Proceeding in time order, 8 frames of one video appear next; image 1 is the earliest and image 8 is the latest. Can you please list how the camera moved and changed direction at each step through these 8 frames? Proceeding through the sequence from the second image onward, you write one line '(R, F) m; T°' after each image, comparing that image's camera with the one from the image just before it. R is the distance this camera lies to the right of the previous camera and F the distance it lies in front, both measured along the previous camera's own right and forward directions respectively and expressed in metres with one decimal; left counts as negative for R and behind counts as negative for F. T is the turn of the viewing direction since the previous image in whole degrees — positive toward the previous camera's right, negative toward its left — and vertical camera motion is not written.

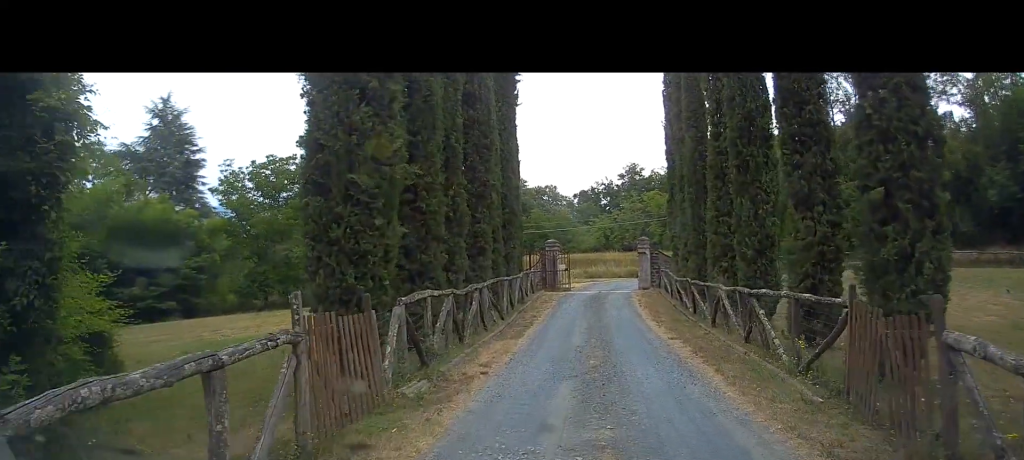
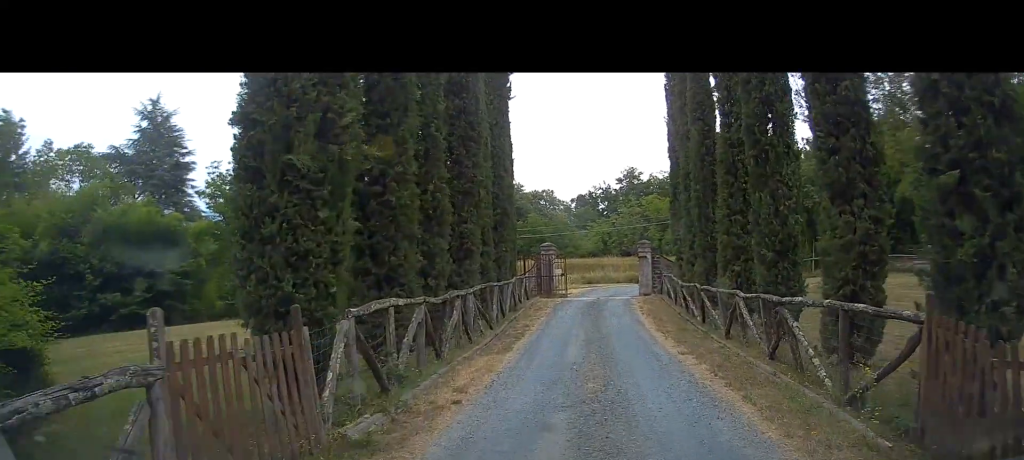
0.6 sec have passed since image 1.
(0.0, +1.8) m; -1°
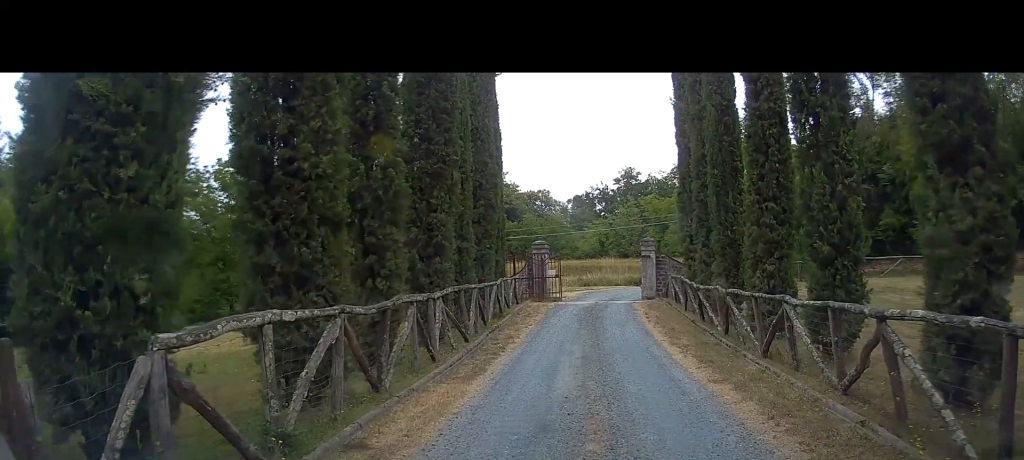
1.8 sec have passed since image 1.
(-0.1, +3.0) m; -2°
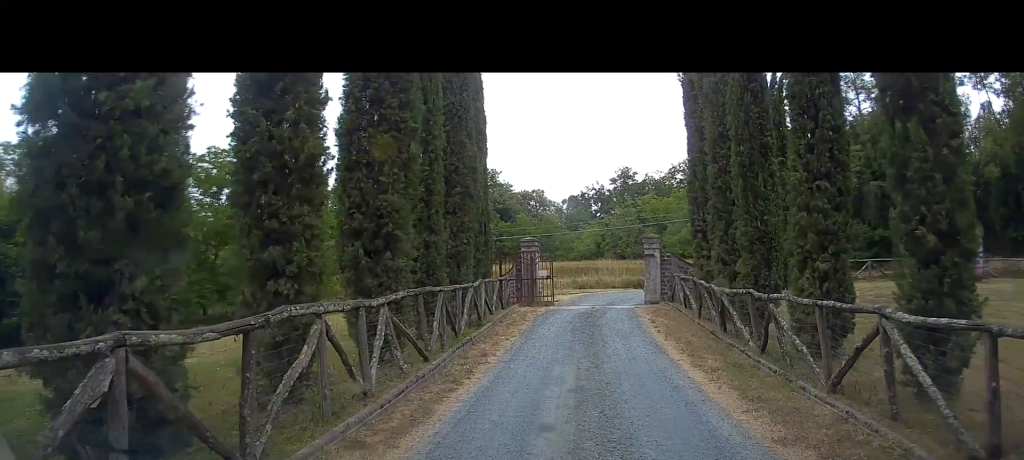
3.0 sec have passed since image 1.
(0.0, +3.0) m; 0°
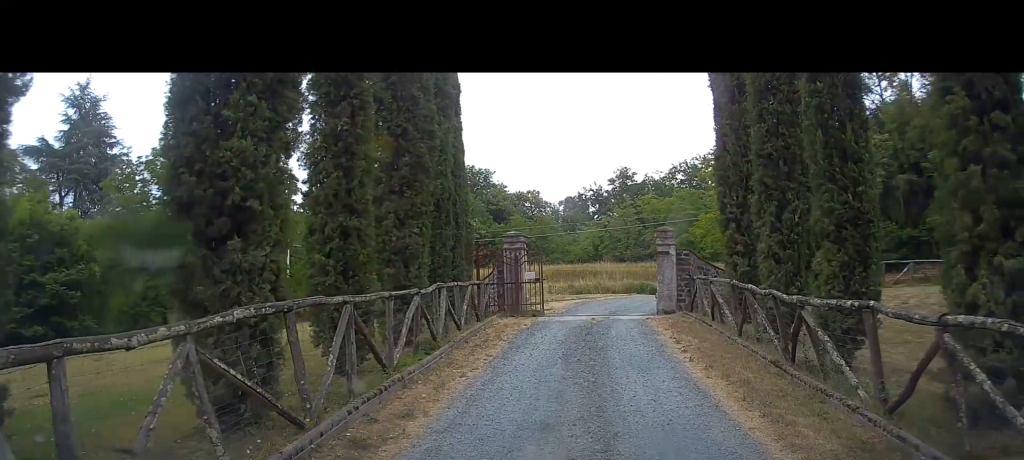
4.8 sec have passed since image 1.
(+0.1, +4.5) m; 0°
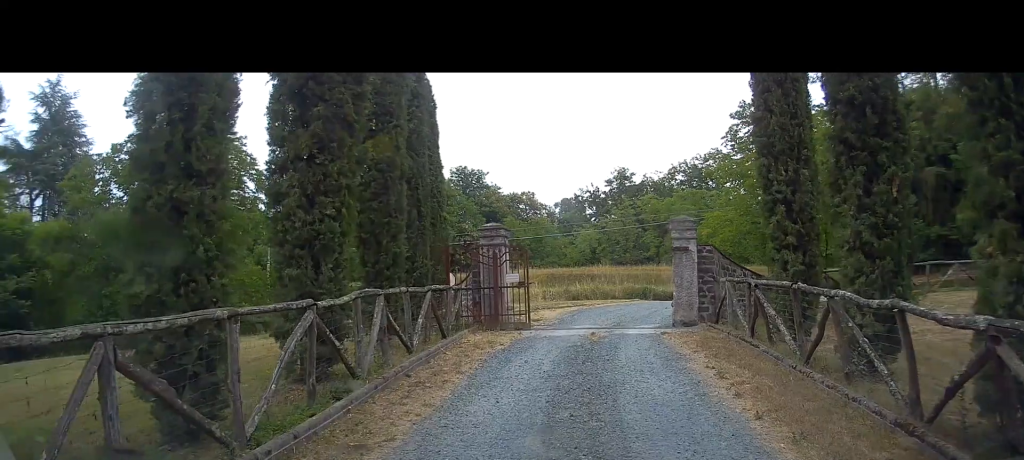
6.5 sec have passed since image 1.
(-0.1, +3.8) m; 0°
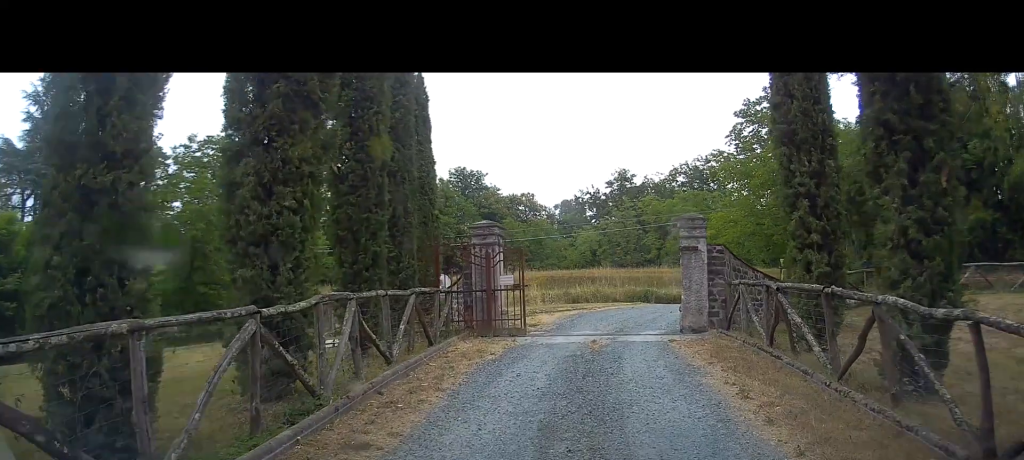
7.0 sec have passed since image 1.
(0.0, +1.1) m; -1°
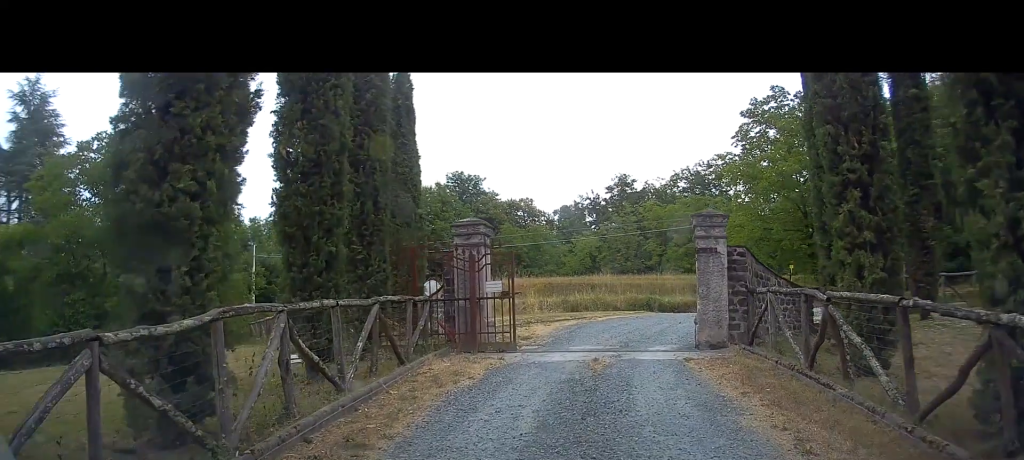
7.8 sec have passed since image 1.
(0.0, +1.9) m; -5°
